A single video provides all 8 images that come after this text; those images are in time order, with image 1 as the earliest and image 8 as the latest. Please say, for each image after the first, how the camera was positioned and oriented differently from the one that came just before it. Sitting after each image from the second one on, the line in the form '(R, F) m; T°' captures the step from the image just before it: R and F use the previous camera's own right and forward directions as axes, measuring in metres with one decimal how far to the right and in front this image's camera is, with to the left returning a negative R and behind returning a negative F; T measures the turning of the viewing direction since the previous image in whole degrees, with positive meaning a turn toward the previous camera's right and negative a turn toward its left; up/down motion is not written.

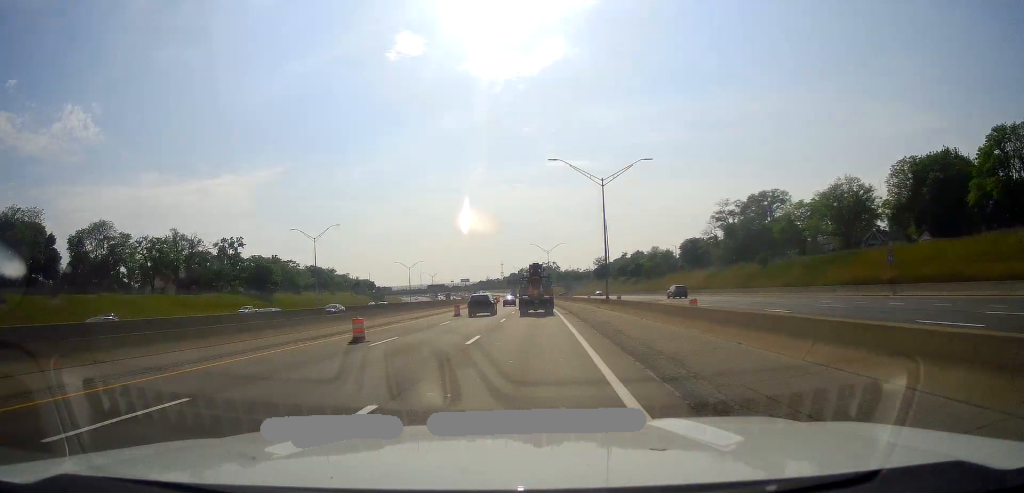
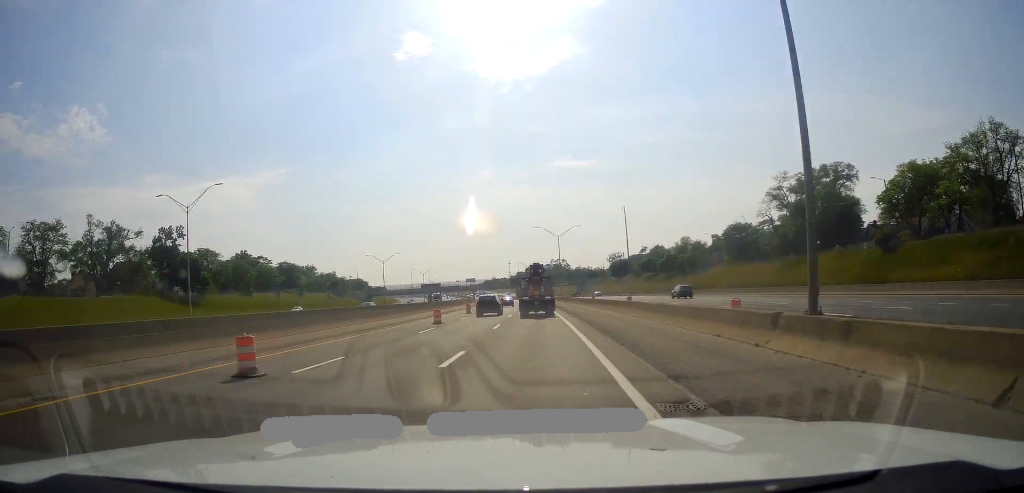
(-1.0, +36.9) m; -1°
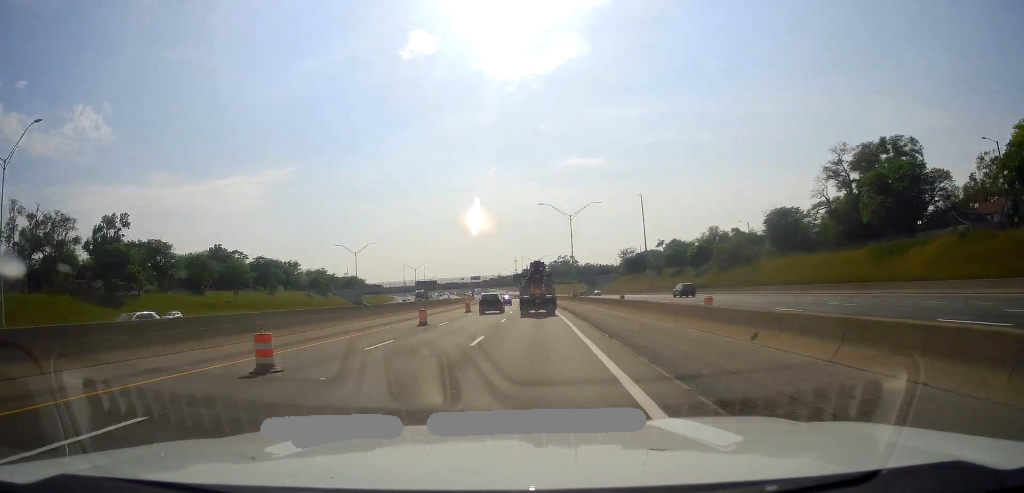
(+0.4, +25.1) m; +1°
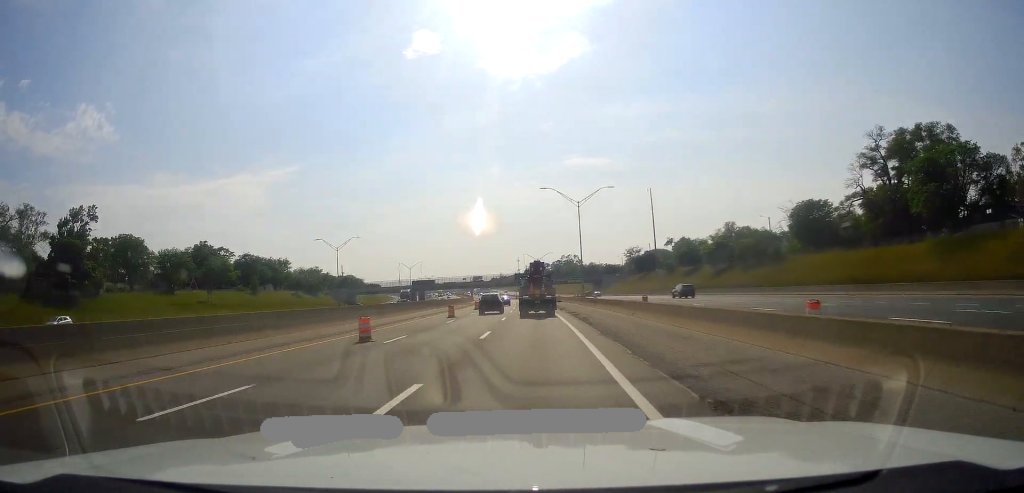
(0.0, +12.1) m; 0°
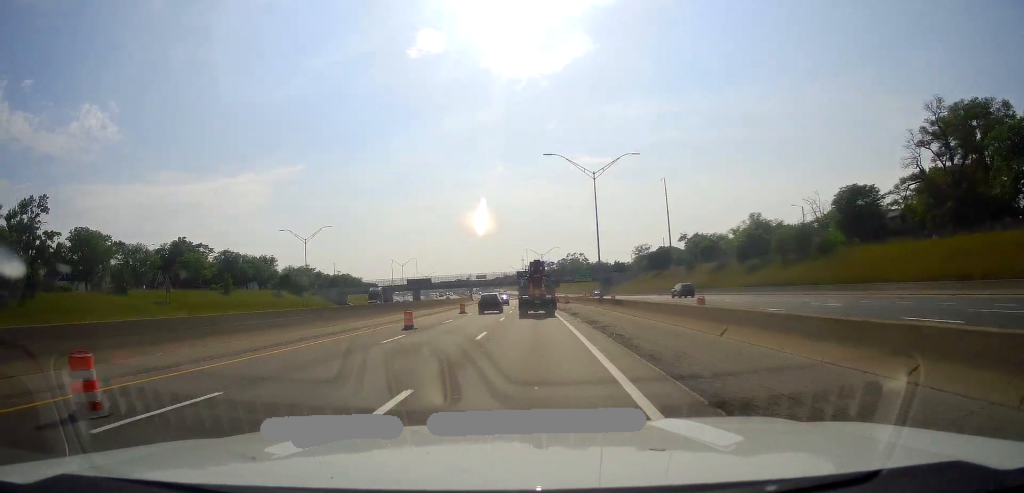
(0.0, +16.1) m; 0°
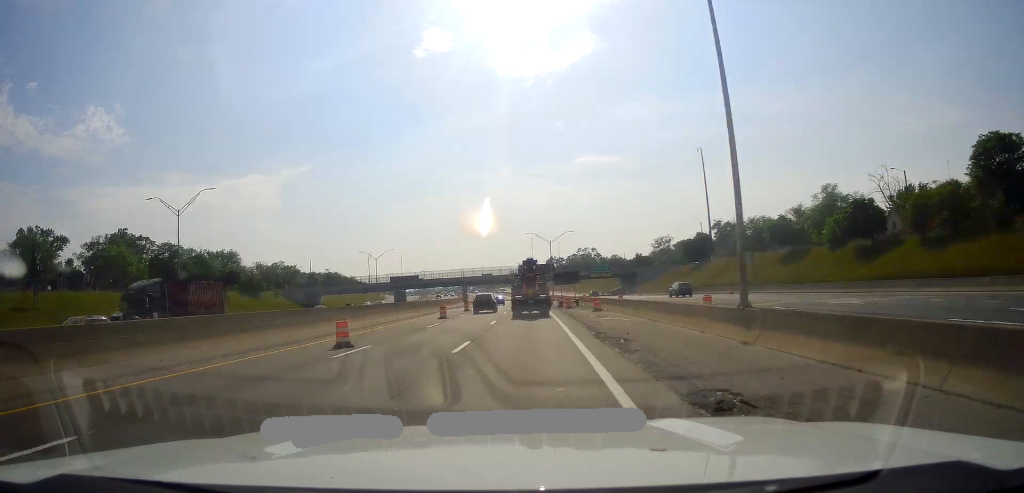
(-0.2, +34.9) m; -2°
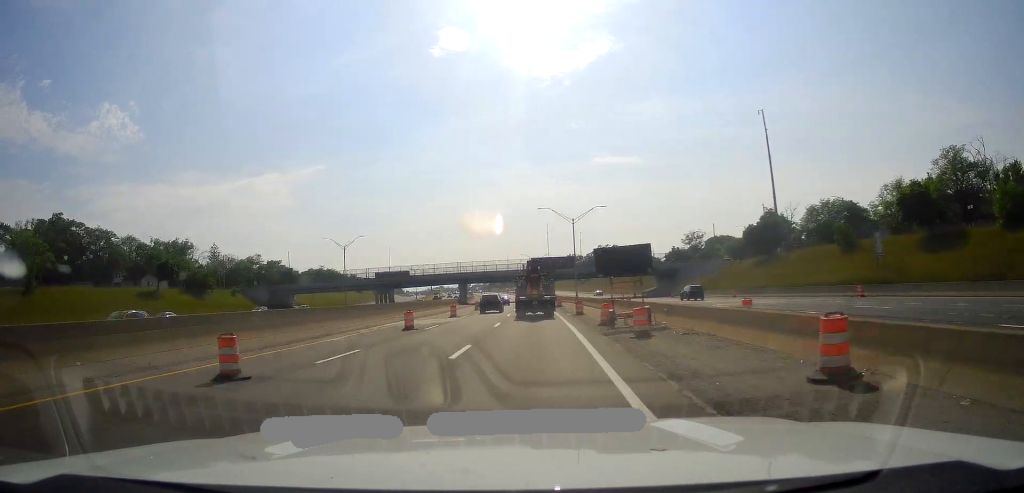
(-1.1, +32.9) m; -2°
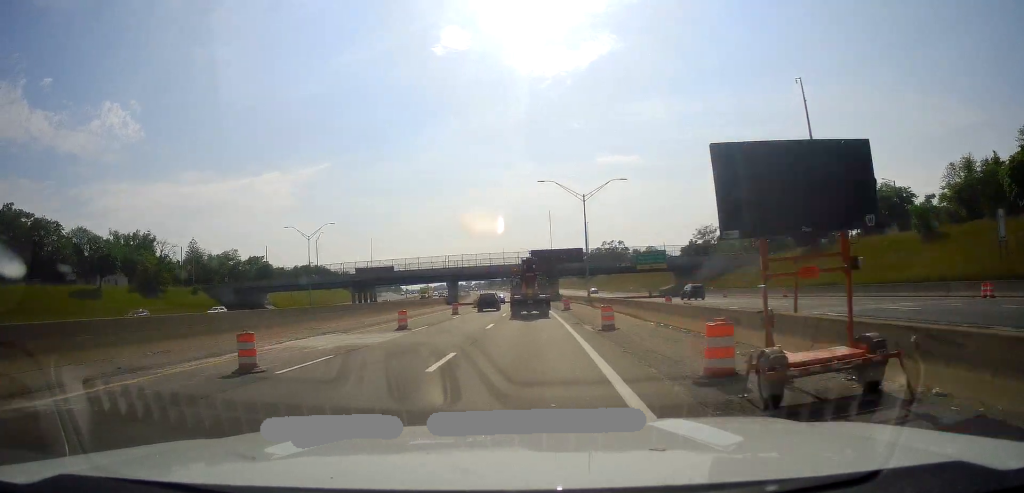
(0.0, +17.8) m; 0°
